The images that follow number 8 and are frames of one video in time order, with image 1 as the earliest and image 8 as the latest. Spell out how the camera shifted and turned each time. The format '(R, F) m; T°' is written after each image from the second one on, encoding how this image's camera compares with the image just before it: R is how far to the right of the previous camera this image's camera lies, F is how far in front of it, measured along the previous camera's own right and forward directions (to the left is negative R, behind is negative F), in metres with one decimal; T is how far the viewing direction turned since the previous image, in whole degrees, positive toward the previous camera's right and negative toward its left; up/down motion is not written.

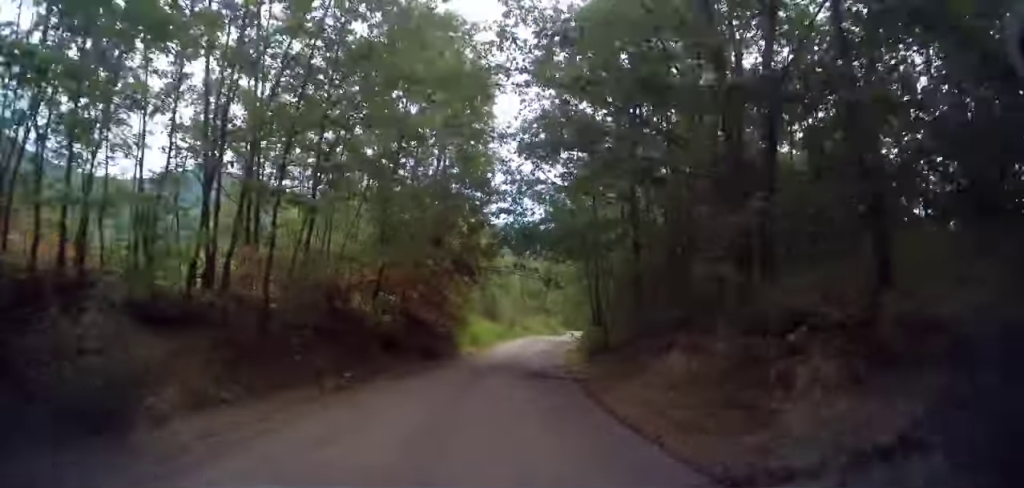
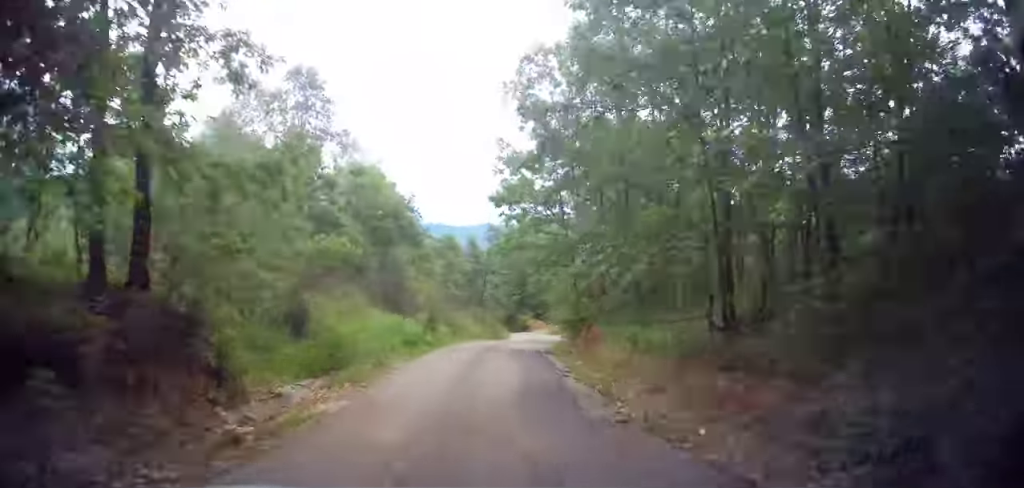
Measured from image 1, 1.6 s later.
(+0.9, +21.8) m; +10°
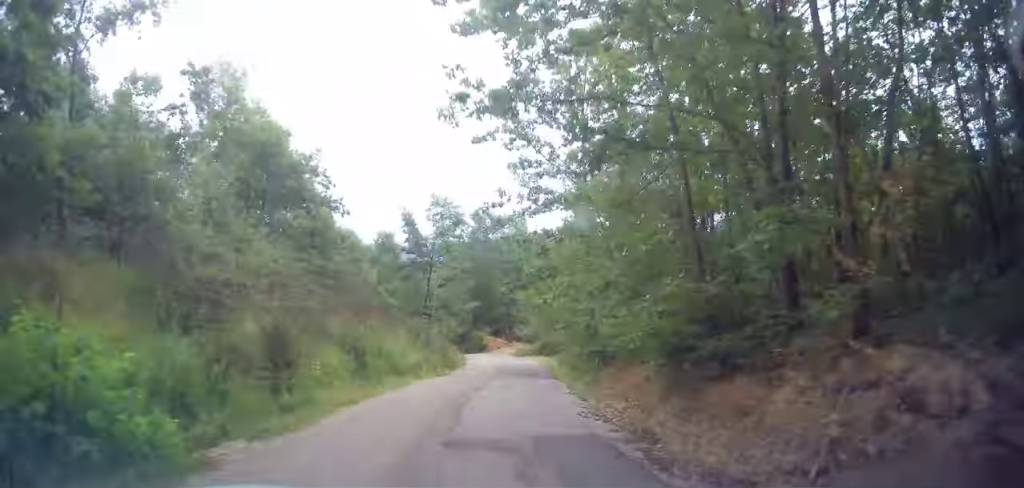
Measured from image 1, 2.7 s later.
(+1.5, +15.7) m; +6°
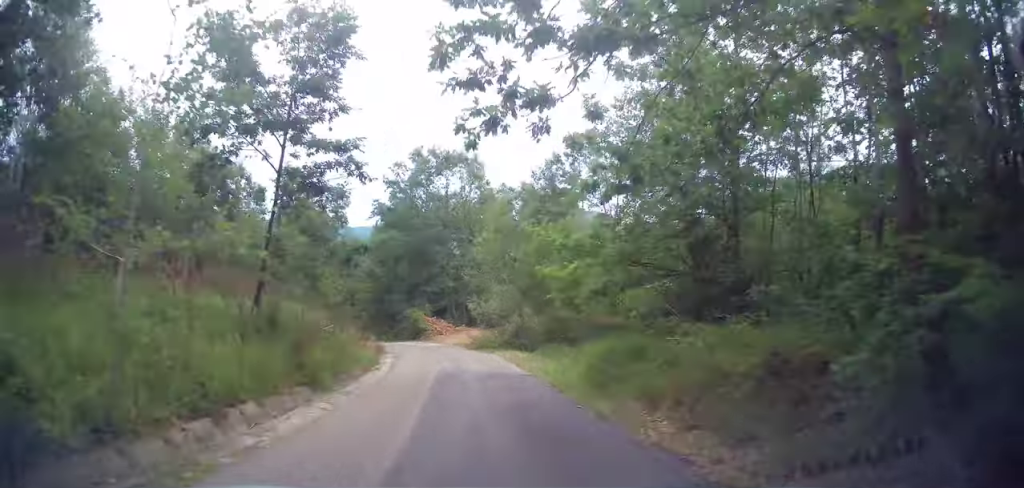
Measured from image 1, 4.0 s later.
(+0.8, +18.5) m; +4°
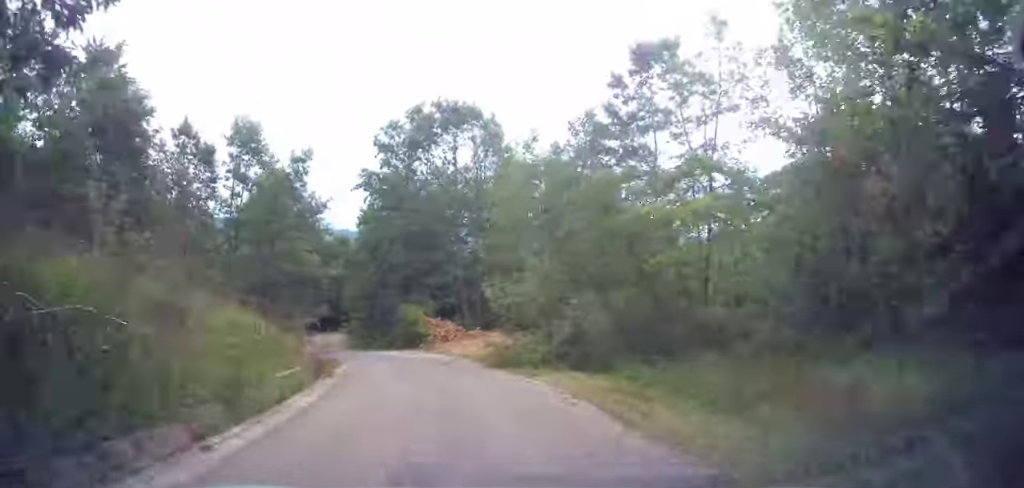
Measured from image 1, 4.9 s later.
(+0.4, +11.7) m; -2°
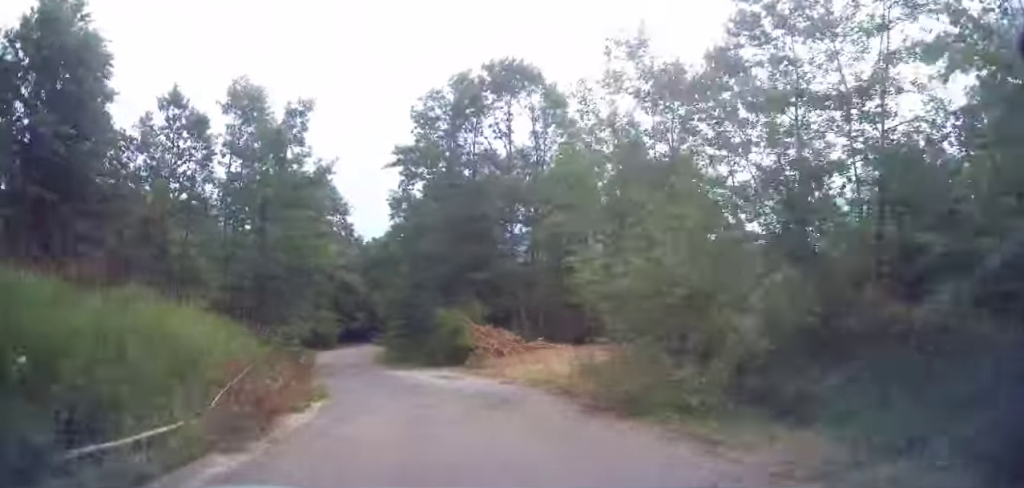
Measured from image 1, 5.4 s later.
(-0.3, +7.6) m; -5°
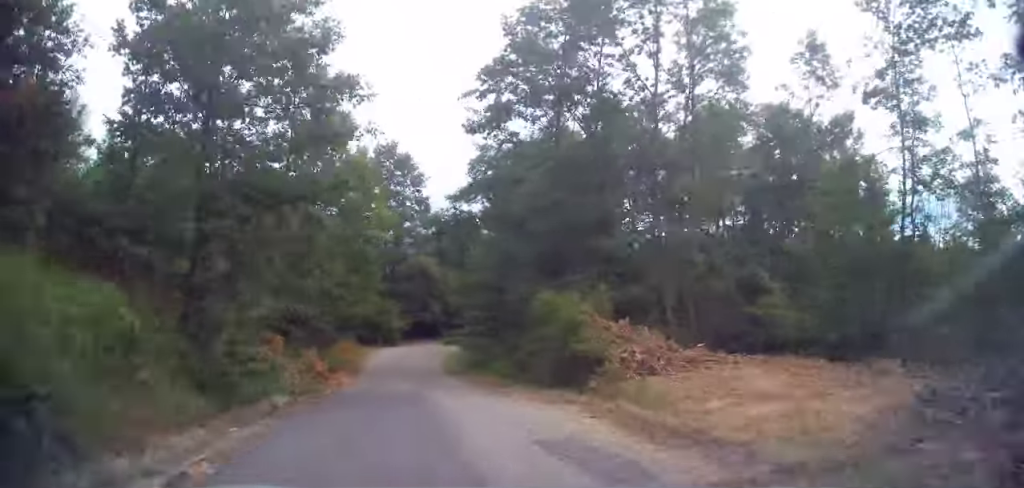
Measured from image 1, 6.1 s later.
(-0.7, +10.6) m; -6°
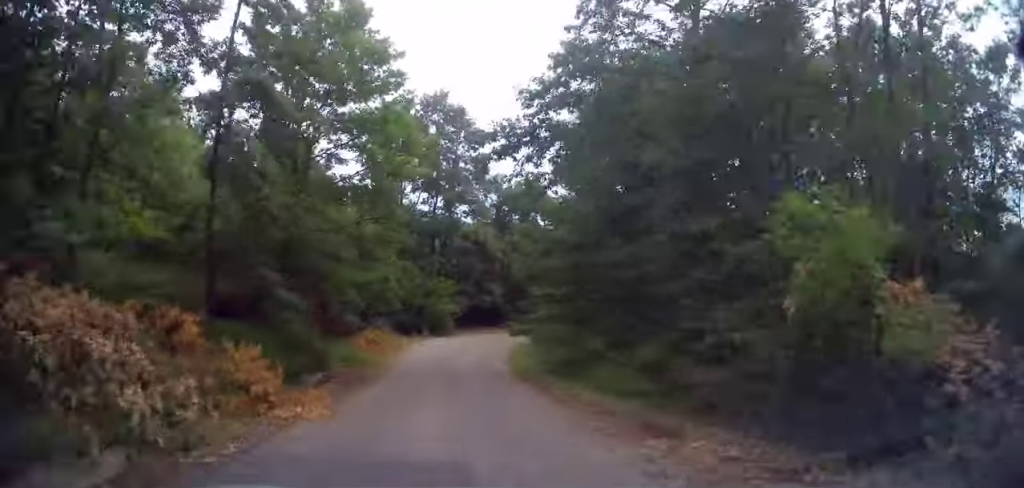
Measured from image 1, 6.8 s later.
(-0.3, +9.2) m; -4°
